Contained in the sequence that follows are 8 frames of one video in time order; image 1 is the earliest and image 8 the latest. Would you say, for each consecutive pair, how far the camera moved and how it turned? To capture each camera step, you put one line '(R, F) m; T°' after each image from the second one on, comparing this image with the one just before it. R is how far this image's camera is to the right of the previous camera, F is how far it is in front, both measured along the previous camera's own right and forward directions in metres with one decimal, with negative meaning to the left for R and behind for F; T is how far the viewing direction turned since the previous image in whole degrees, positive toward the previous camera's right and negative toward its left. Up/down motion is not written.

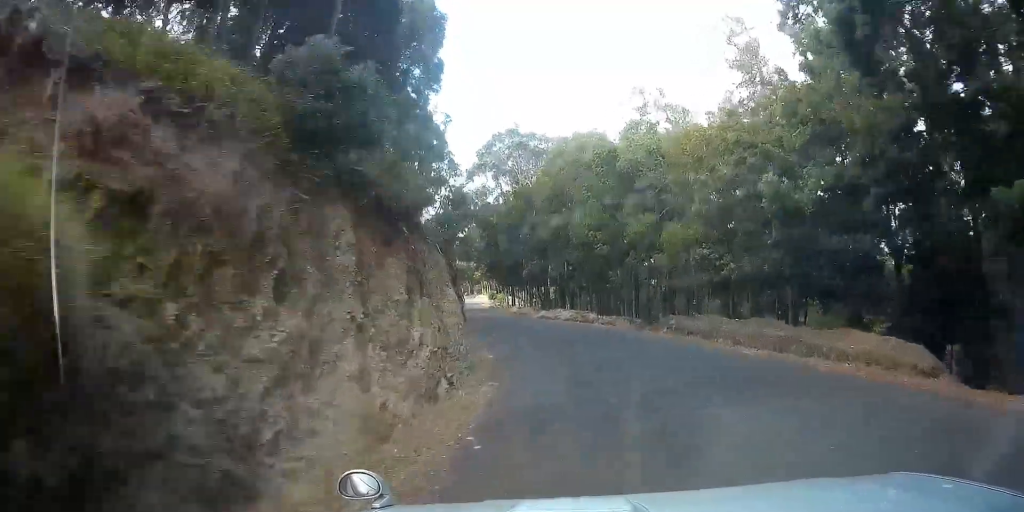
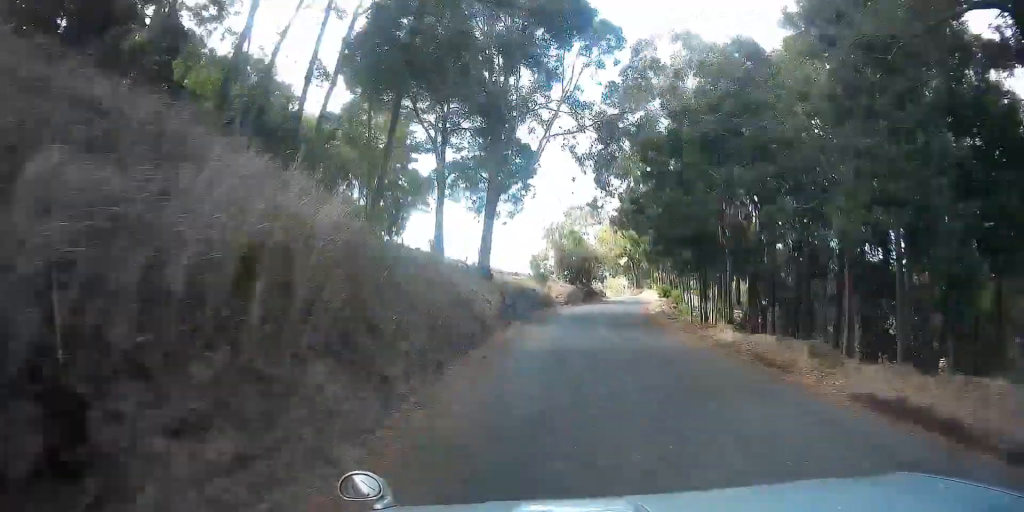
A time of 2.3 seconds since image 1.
(-2.2, +27.8) m; -10°
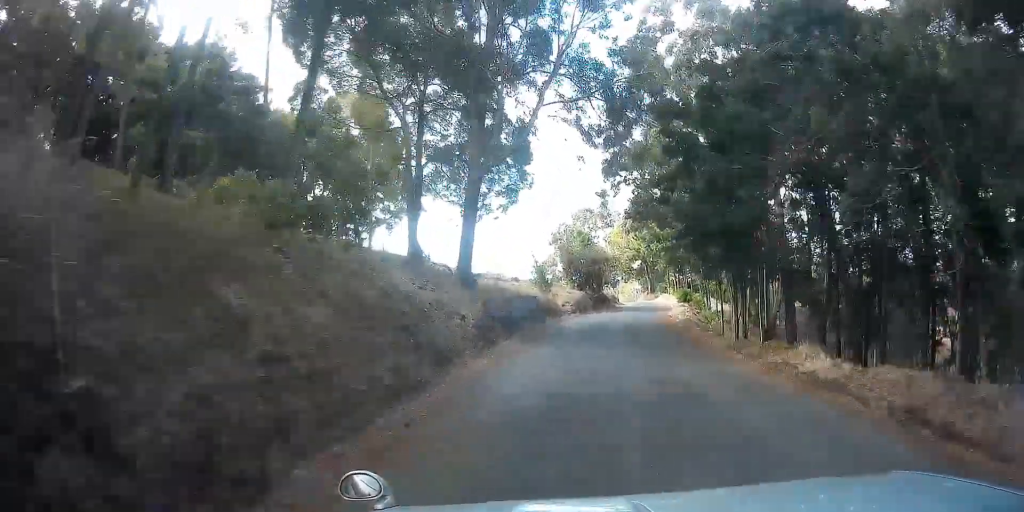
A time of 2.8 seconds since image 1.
(-0.3, +6.3) m; -2°
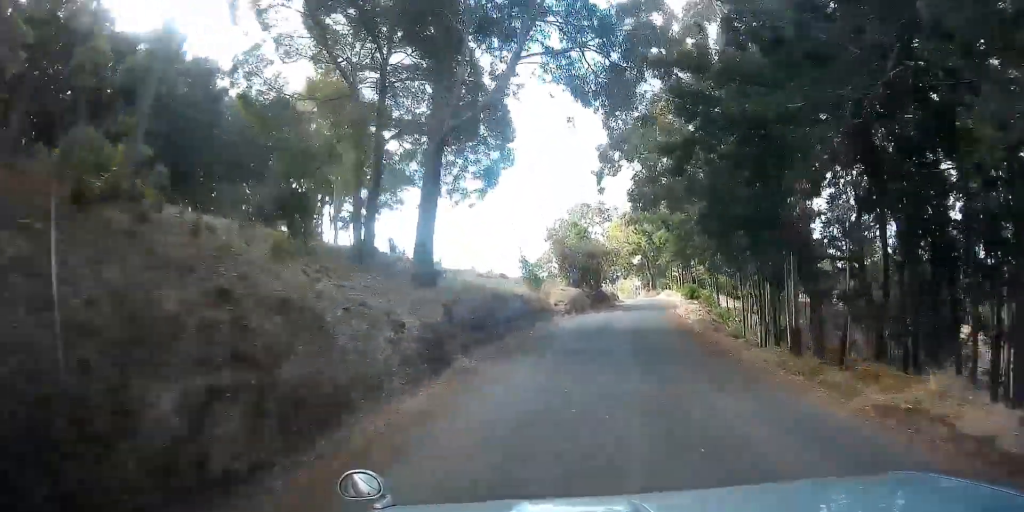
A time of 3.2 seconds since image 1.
(0.0, +4.8) m; -1°
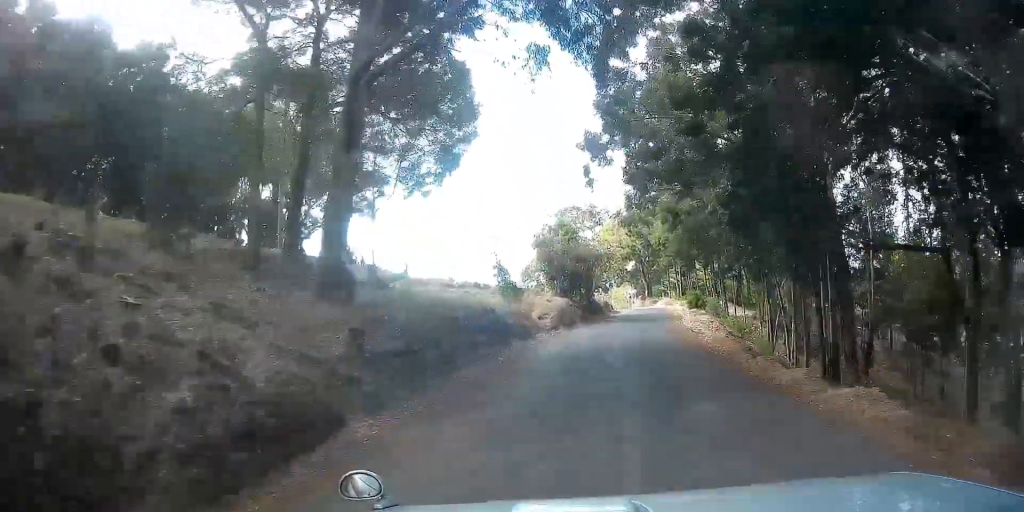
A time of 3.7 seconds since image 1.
(0.0, +5.3) m; 0°
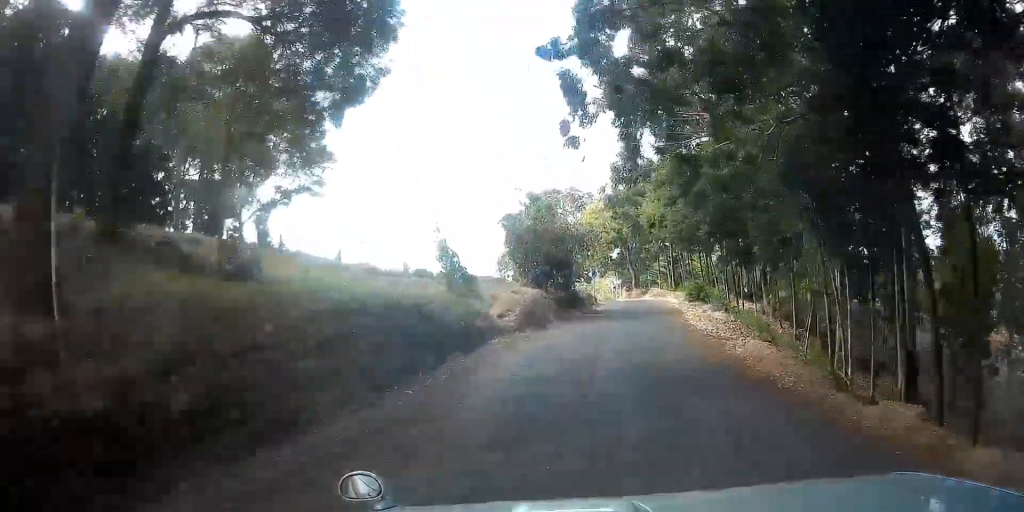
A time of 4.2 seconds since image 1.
(0.0, +6.7) m; -1°
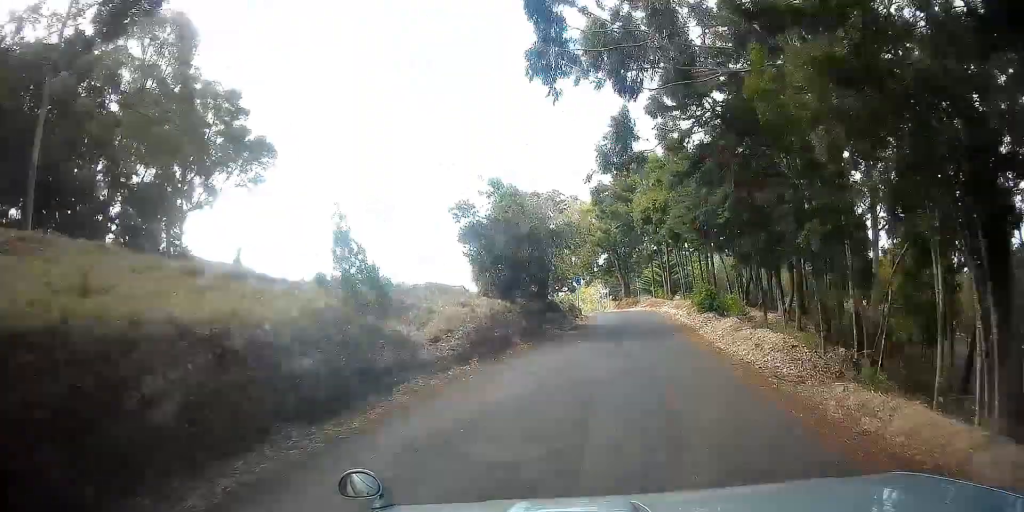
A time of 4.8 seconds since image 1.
(-0.1, +7.0) m; -1°
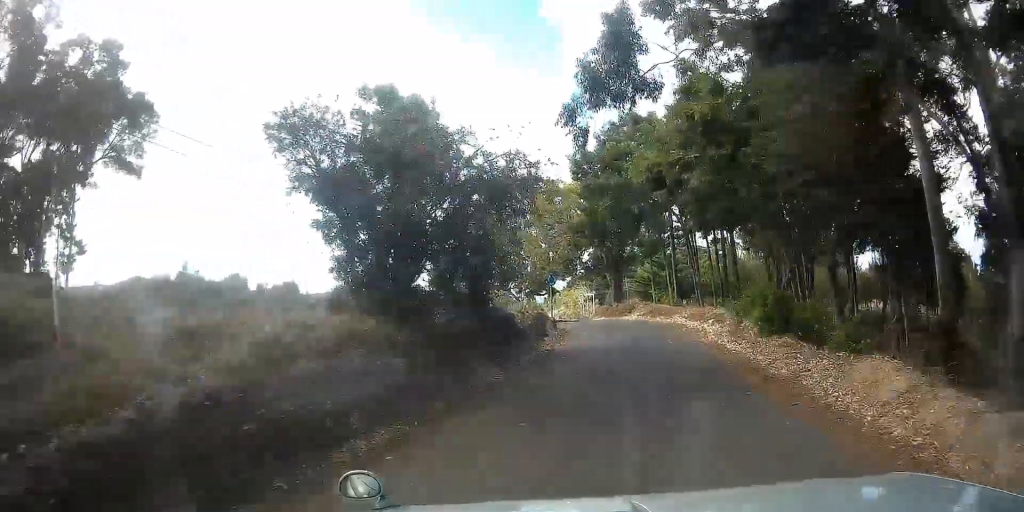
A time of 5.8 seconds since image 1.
(0.0, +11.4) m; 0°
